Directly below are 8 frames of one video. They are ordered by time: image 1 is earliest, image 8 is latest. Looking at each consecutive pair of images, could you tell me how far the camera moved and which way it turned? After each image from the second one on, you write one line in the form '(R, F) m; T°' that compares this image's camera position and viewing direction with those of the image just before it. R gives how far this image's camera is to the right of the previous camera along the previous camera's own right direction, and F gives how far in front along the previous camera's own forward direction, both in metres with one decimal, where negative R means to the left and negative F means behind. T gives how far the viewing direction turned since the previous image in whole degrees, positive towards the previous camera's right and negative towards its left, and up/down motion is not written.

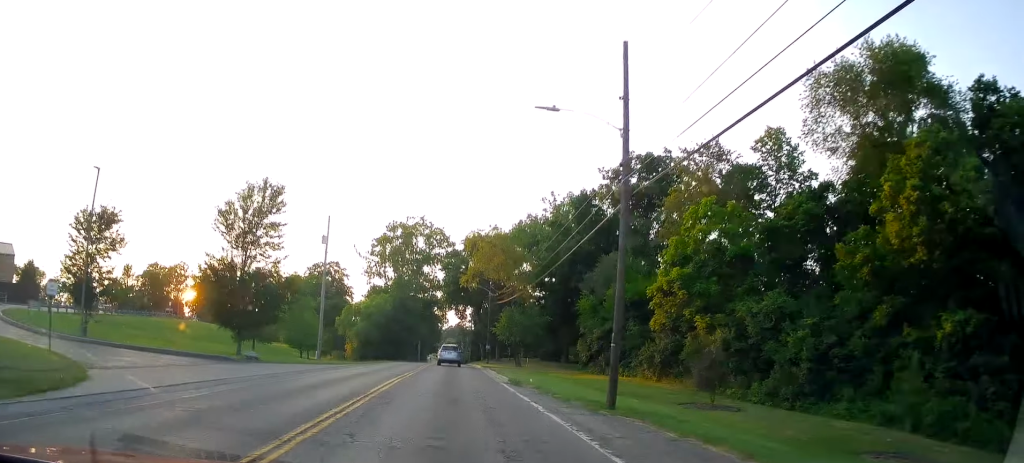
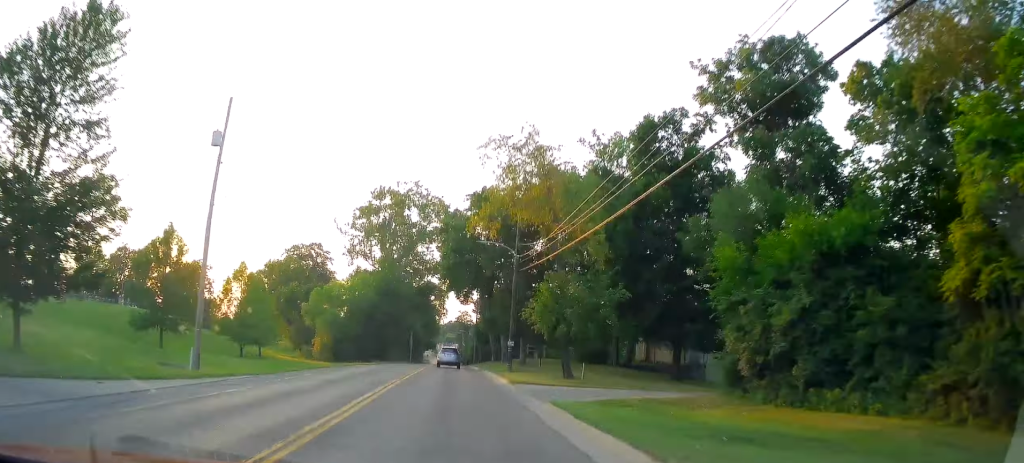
(+0.3, +23.7) m; +1°
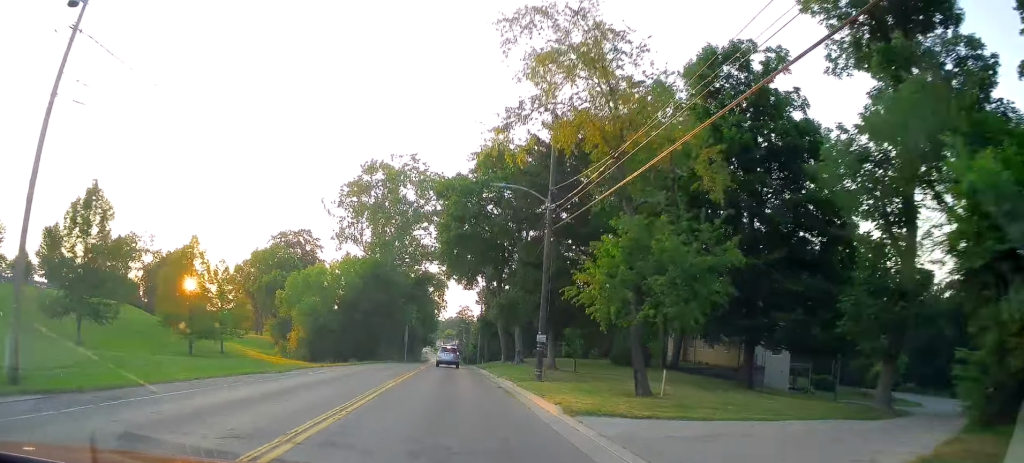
(0.0, +12.1) m; 0°
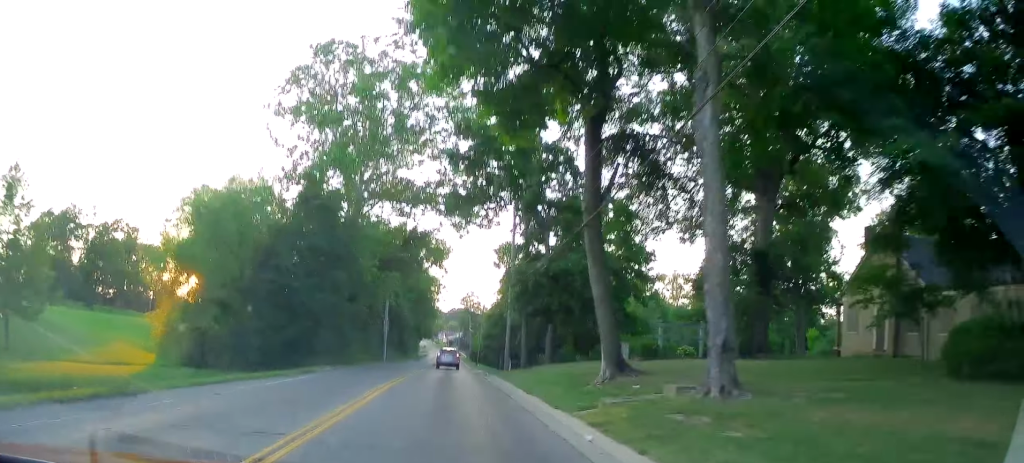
(-0.6, +32.4) m; 0°
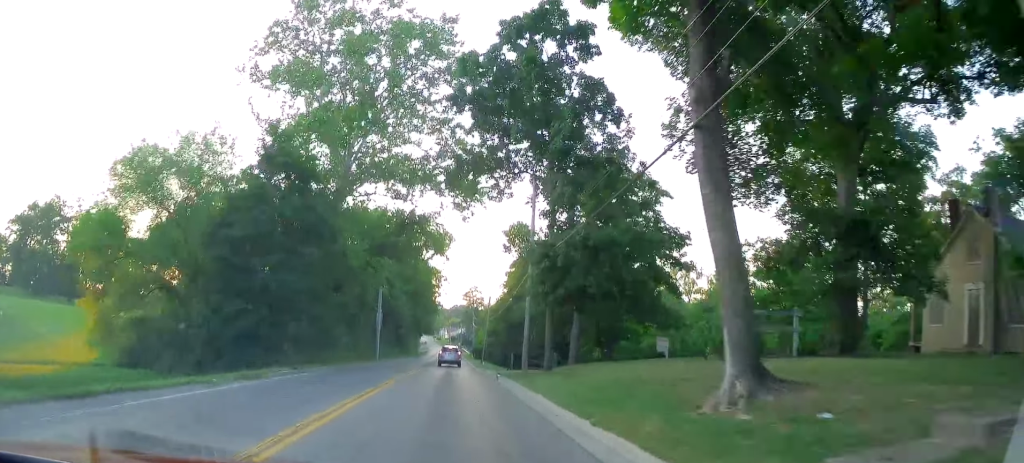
(+0.4, +7.8) m; 0°
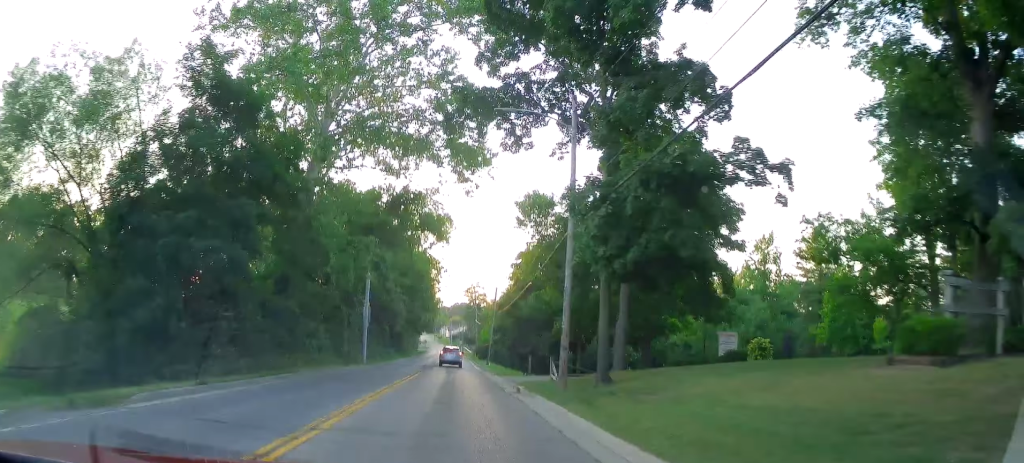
(+0.4, +9.0) m; +1°
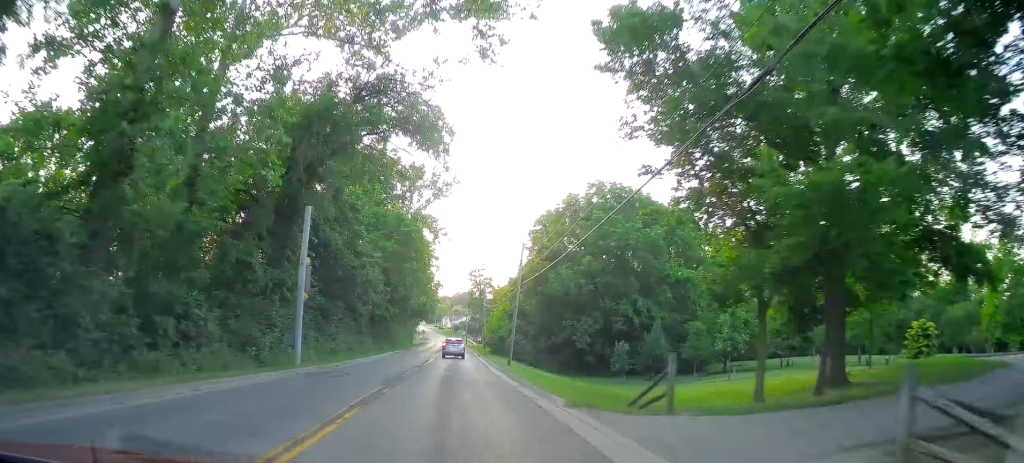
(-0.5, +21.0) m; -1°
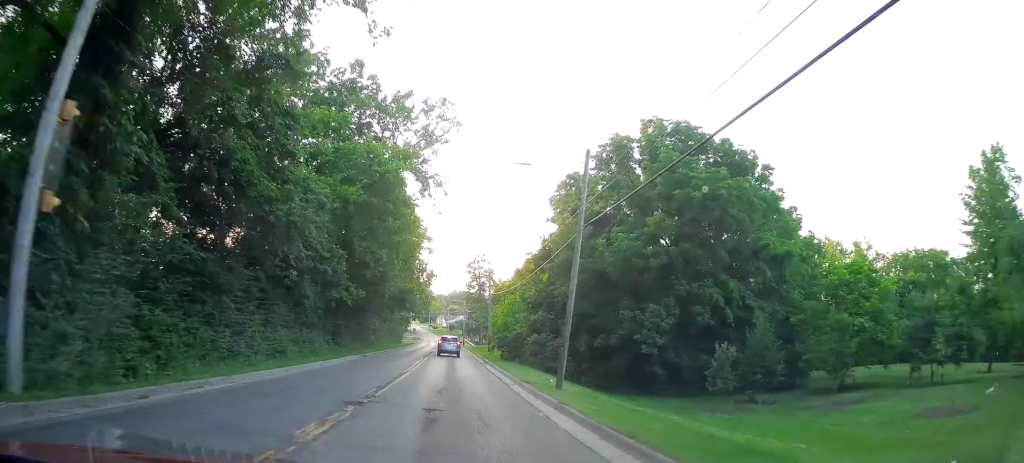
(+0.1, +18.7) m; -3°
